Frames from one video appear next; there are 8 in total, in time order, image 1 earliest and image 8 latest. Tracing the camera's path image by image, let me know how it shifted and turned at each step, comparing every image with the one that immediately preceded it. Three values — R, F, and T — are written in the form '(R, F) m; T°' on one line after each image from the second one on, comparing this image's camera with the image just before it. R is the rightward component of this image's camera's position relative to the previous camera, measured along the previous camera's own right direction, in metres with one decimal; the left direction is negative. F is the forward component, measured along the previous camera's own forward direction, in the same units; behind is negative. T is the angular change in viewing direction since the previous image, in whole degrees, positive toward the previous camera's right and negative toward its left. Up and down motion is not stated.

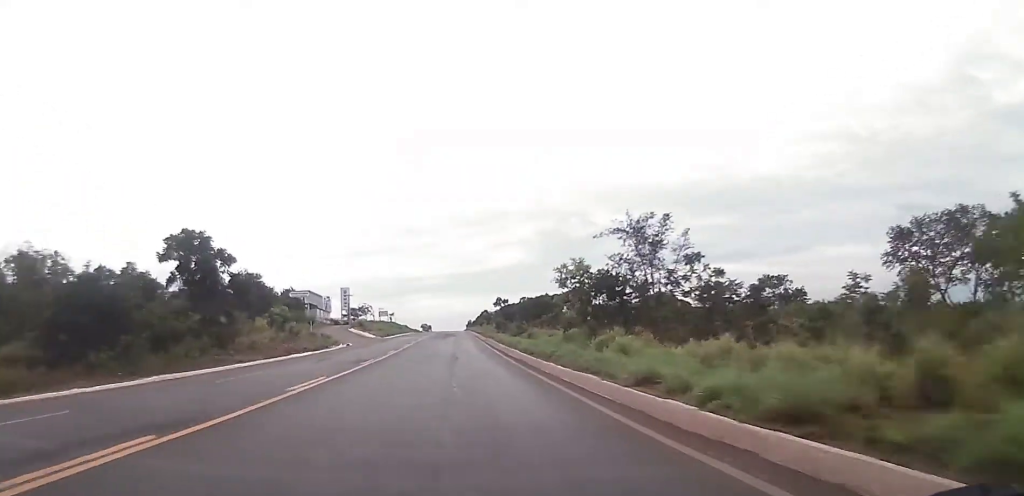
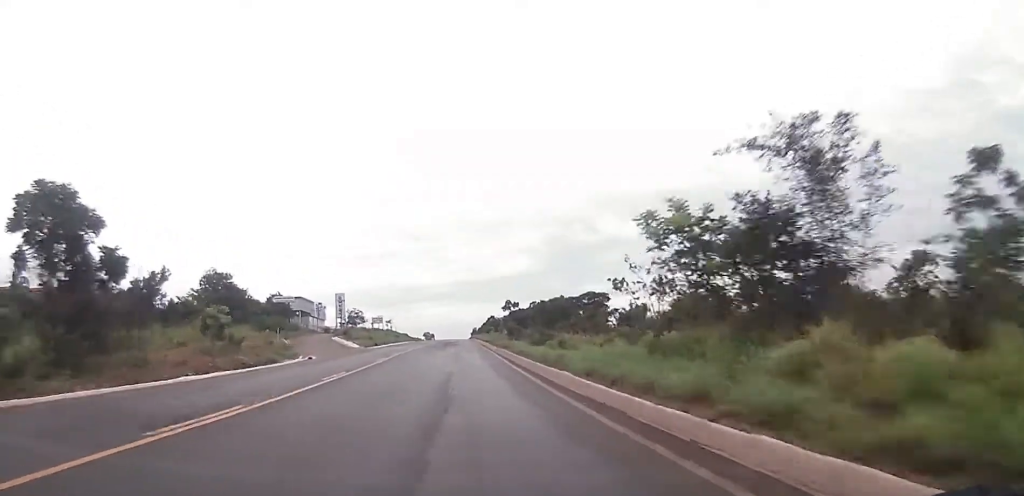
(0.0, +18.8) m; 0°
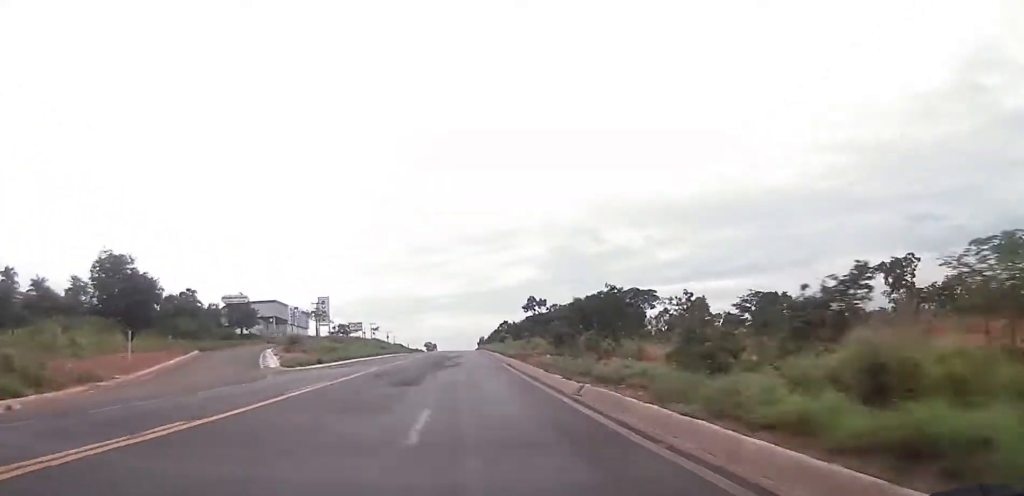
(-0.2, +36.4) m; -1°
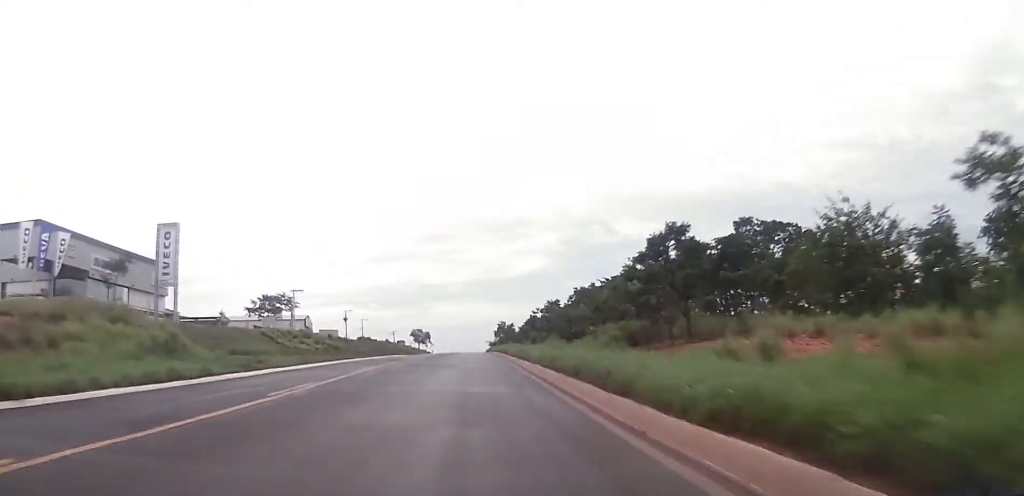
(-0.2, +112.1) m; -1°
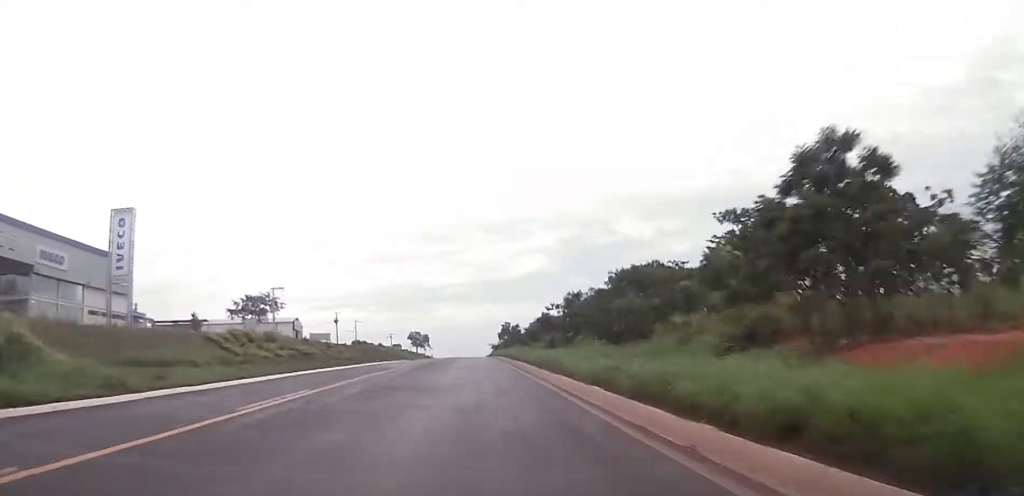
(0.0, +13.6) m; 0°
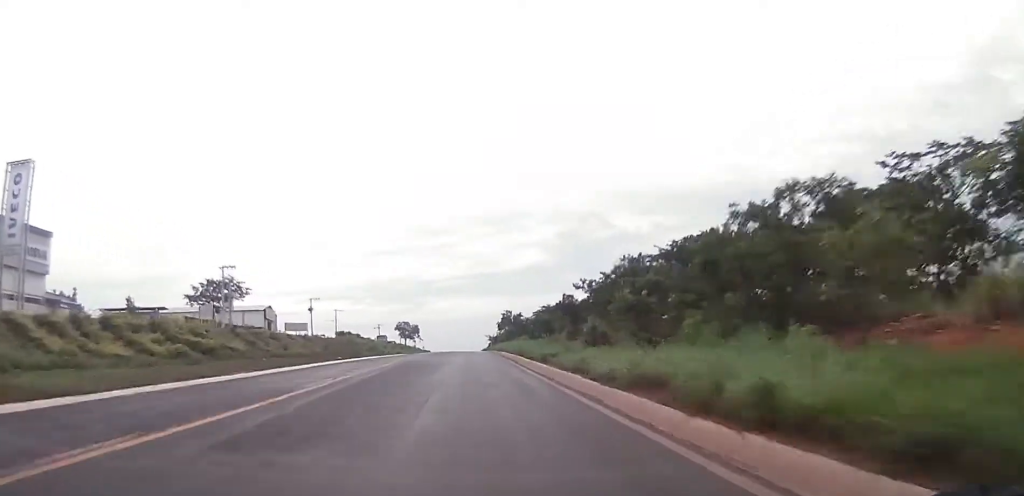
(+0.1, +21.1) m; 0°
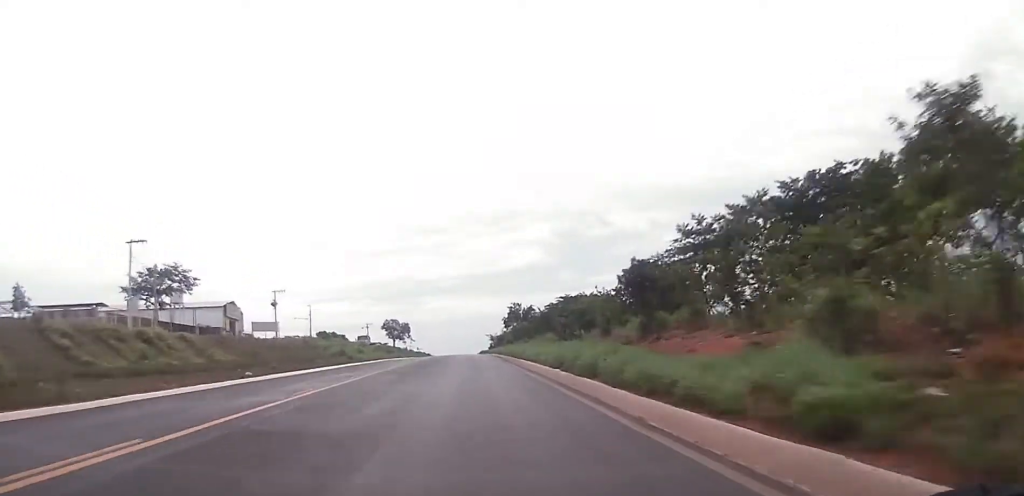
(+0.1, +25.4) m; 0°
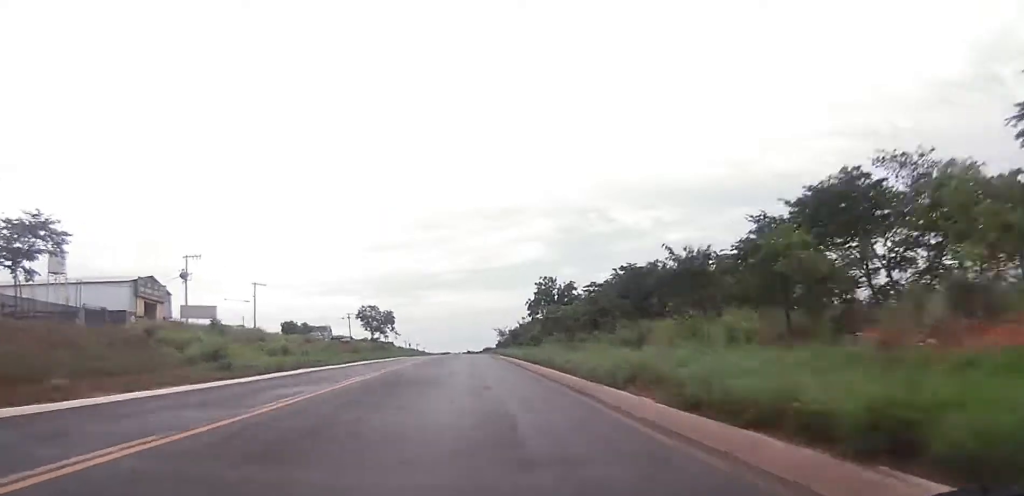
(-0.3, +38.2) m; -1°
